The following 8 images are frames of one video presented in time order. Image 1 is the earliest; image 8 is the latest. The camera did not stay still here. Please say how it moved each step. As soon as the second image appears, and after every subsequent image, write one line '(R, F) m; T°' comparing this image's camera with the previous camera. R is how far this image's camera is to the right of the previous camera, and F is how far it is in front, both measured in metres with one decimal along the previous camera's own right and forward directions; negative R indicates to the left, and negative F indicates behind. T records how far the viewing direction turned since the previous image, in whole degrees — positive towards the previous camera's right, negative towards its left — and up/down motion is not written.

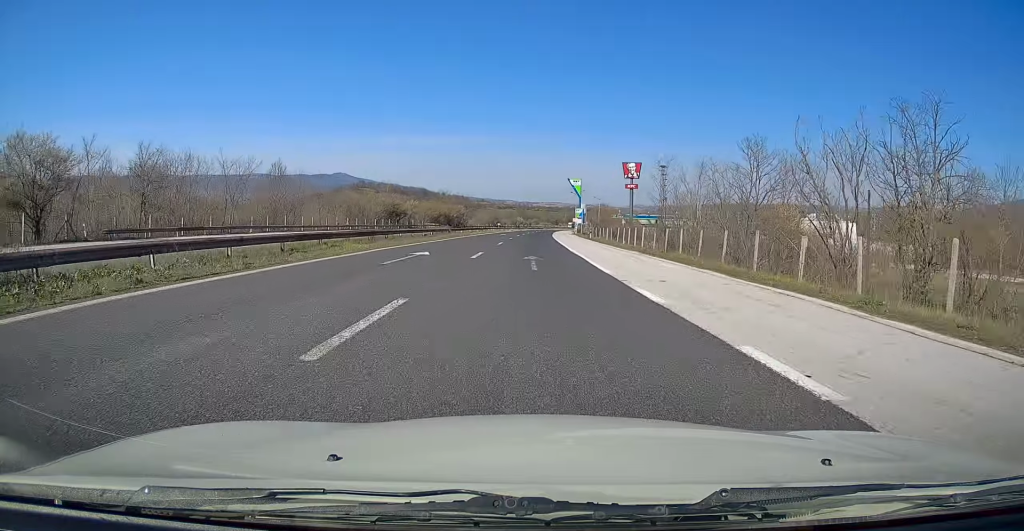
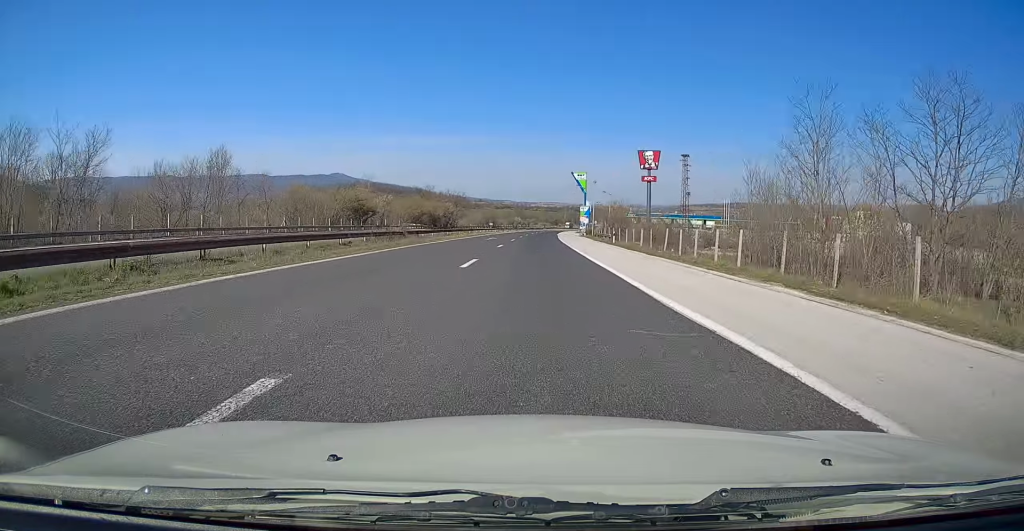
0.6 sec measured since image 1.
(0.0, +20.7) m; 0°
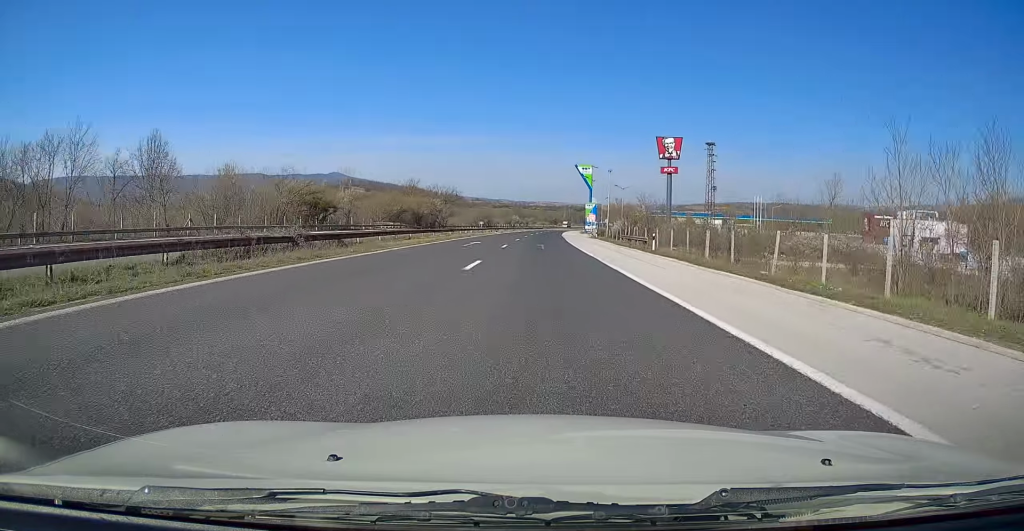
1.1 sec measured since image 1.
(-0.1, +17.2) m; 0°
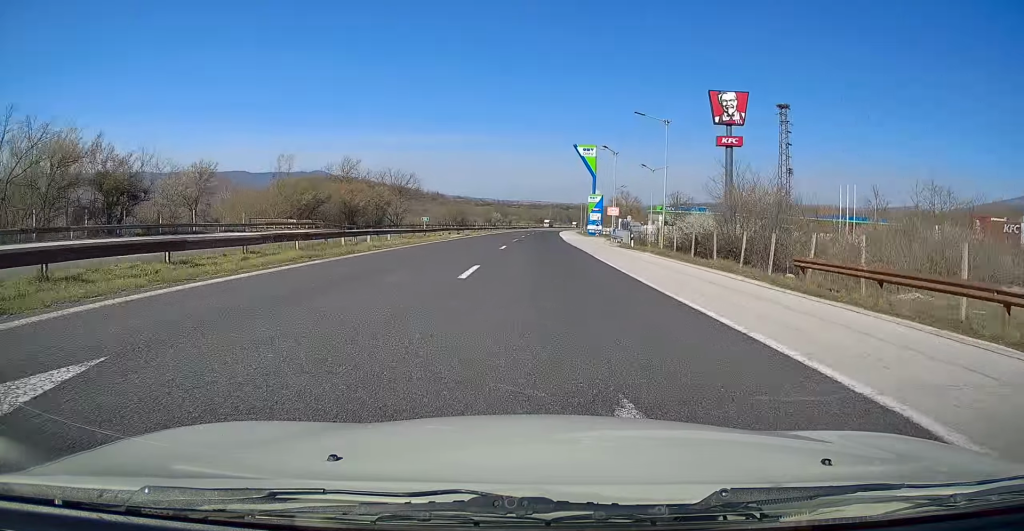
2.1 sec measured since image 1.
(+0.2, +34.4) m; +1°
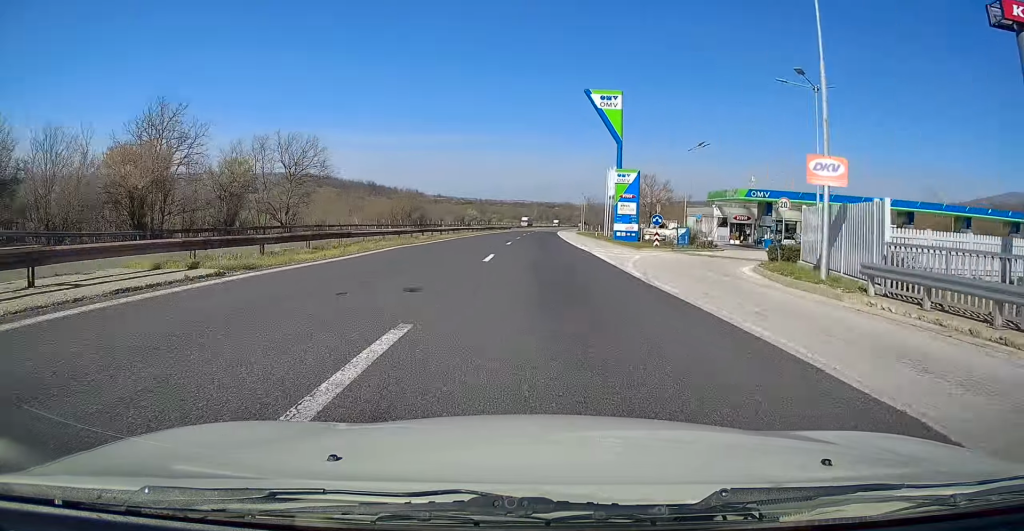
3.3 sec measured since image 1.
(+0.8, +42.4) m; +2°
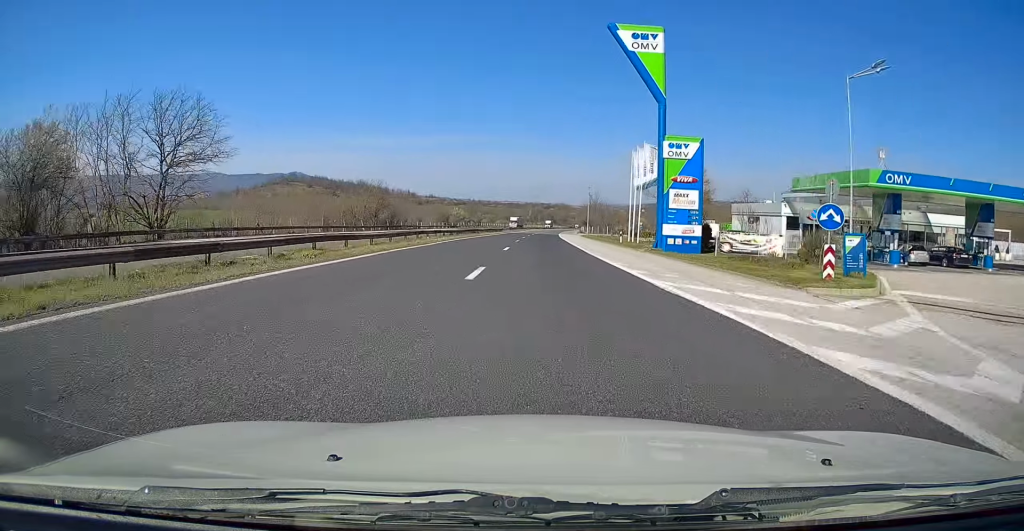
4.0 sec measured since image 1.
(+0.2, +21.8) m; +1°
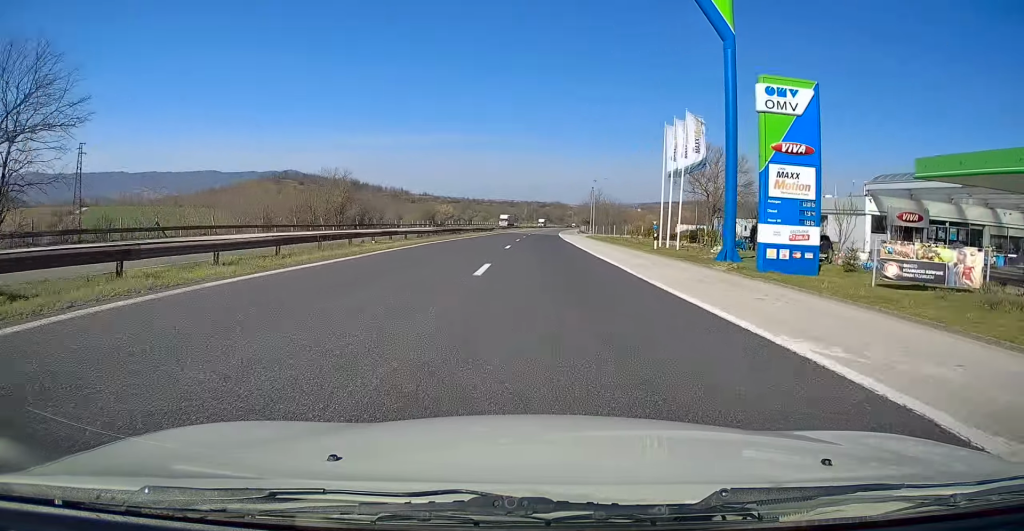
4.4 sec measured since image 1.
(0.0, +14.9) m; 0°
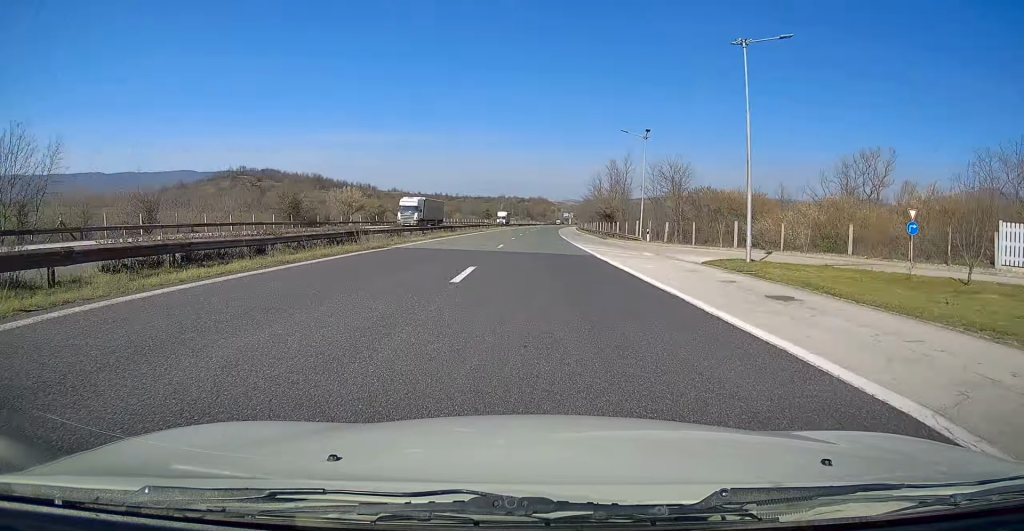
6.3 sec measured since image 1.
(+1.3, +66.5) m; +2°
